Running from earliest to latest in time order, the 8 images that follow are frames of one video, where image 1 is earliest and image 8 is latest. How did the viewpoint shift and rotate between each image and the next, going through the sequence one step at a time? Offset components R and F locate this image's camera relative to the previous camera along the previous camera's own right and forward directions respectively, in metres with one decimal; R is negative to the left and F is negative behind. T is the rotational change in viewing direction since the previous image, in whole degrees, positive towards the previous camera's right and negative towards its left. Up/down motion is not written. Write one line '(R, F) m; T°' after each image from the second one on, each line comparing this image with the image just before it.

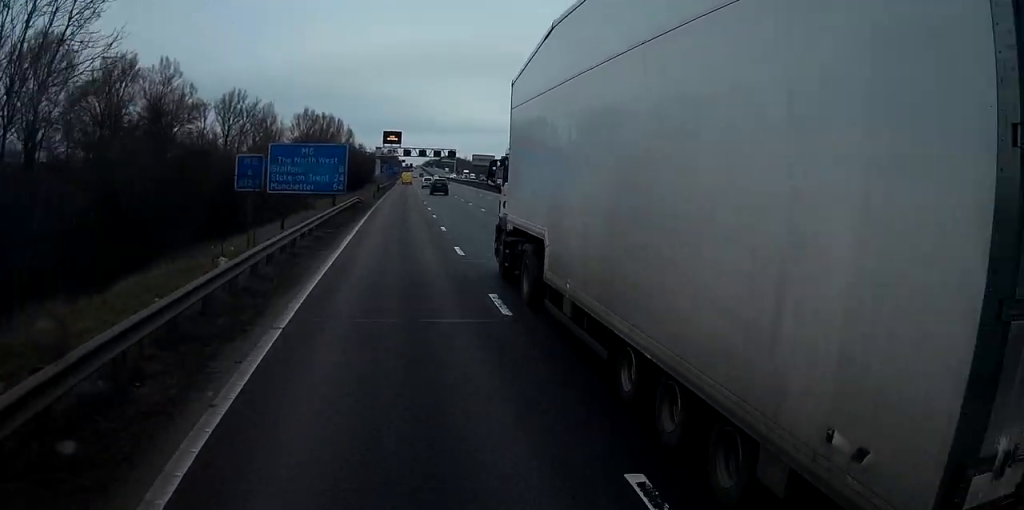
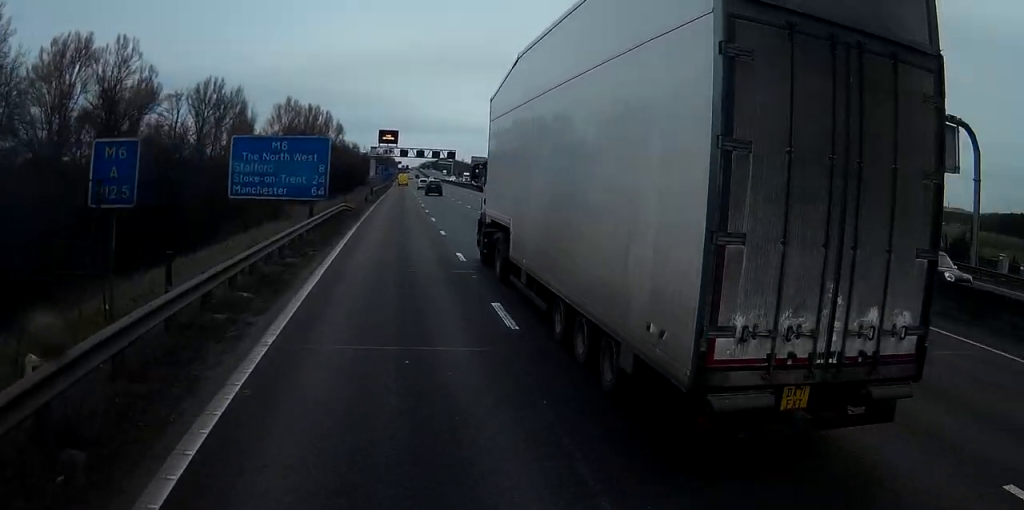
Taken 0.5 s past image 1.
(0.0, +9.8) m; 0°
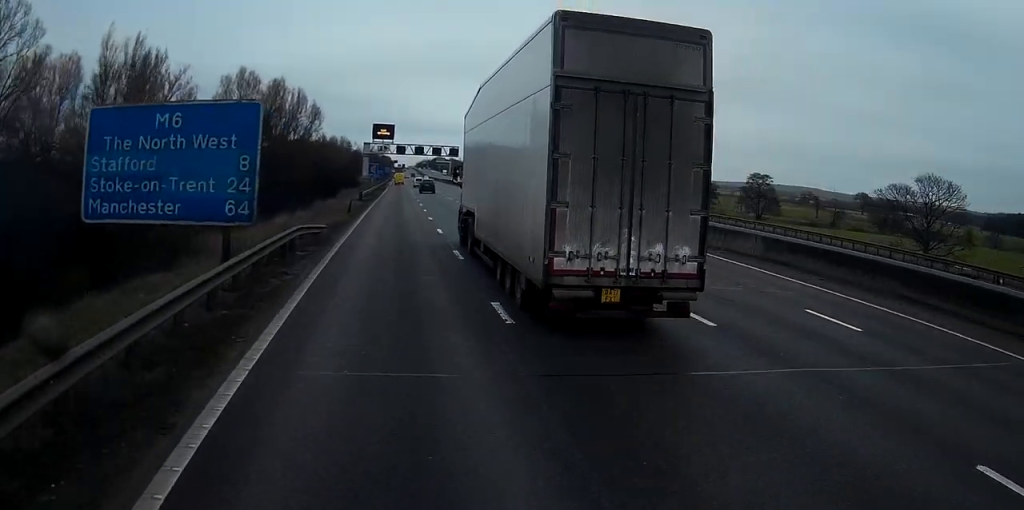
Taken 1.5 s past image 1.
(+0.2, +17.4) m; +1°
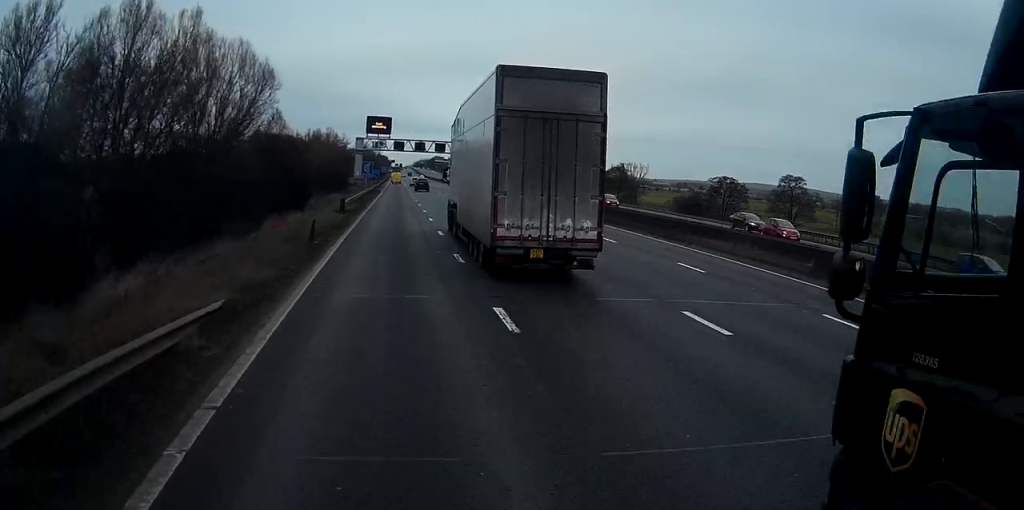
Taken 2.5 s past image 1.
(0.0, +18.6) m; 0°
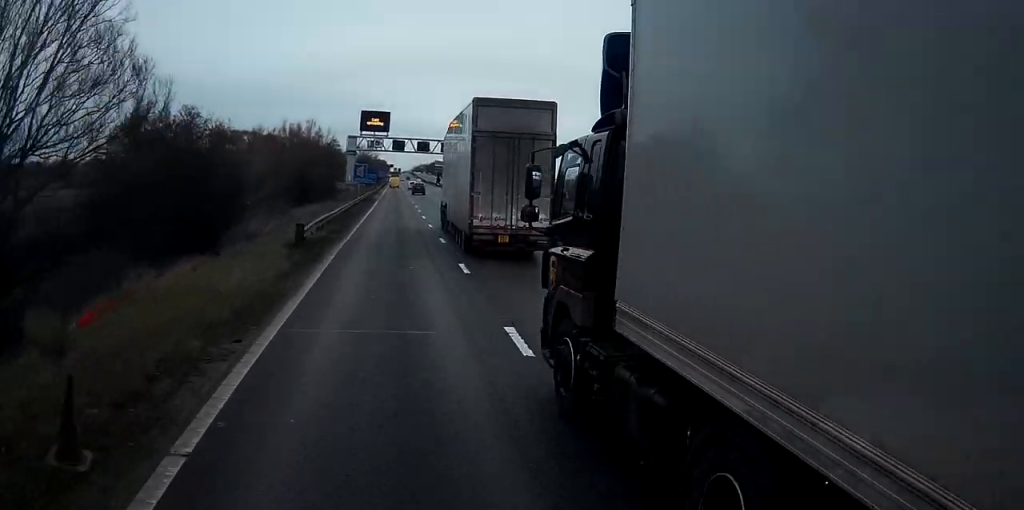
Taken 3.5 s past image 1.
(-0.2, +18.7) m; -1°
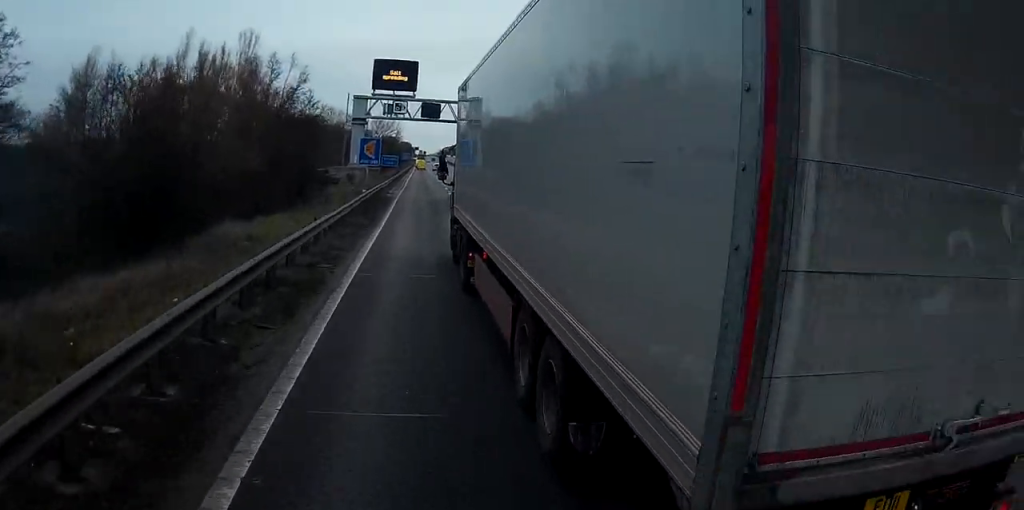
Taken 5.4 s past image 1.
(-0.2, +36.4) m; 0°
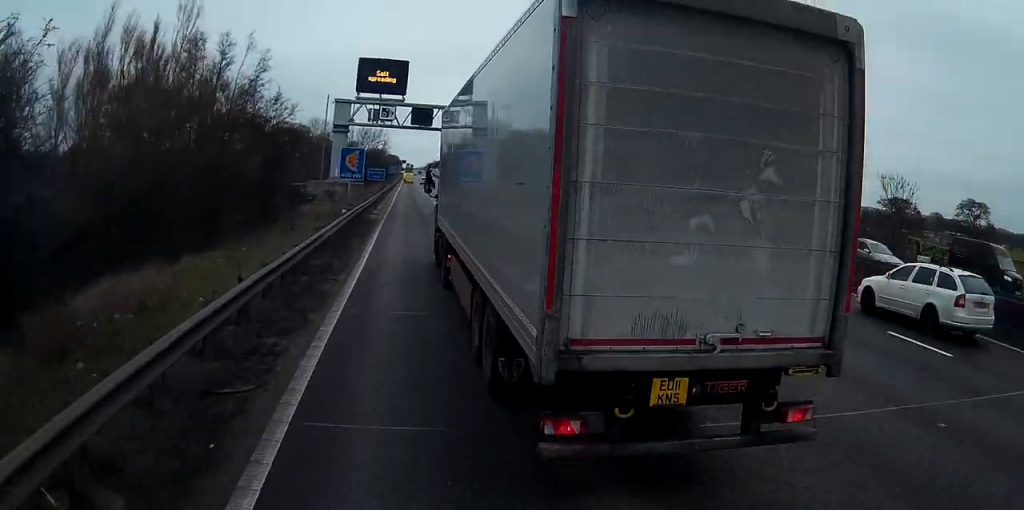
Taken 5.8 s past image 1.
(0.0, +8.1) m; 0°
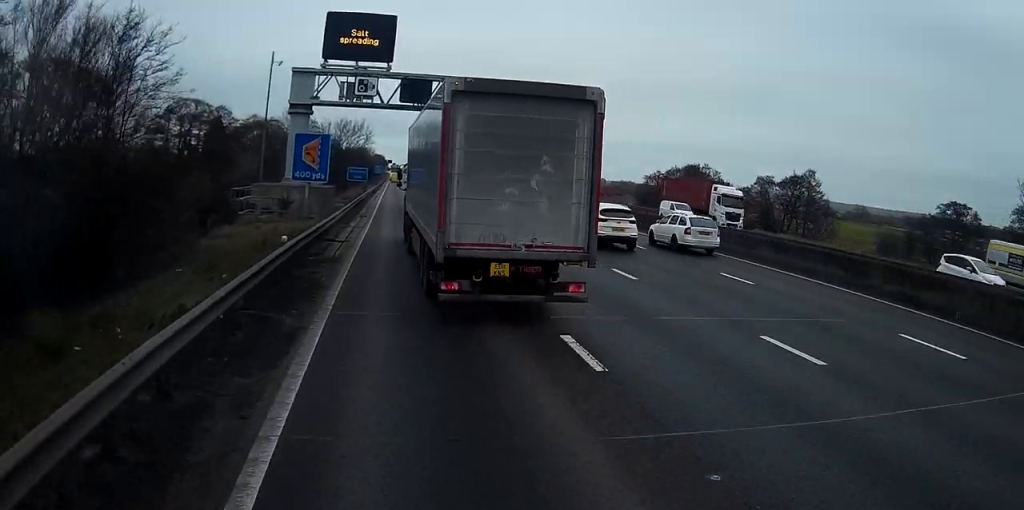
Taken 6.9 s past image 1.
(+0.1, +19.1) m; +1°
